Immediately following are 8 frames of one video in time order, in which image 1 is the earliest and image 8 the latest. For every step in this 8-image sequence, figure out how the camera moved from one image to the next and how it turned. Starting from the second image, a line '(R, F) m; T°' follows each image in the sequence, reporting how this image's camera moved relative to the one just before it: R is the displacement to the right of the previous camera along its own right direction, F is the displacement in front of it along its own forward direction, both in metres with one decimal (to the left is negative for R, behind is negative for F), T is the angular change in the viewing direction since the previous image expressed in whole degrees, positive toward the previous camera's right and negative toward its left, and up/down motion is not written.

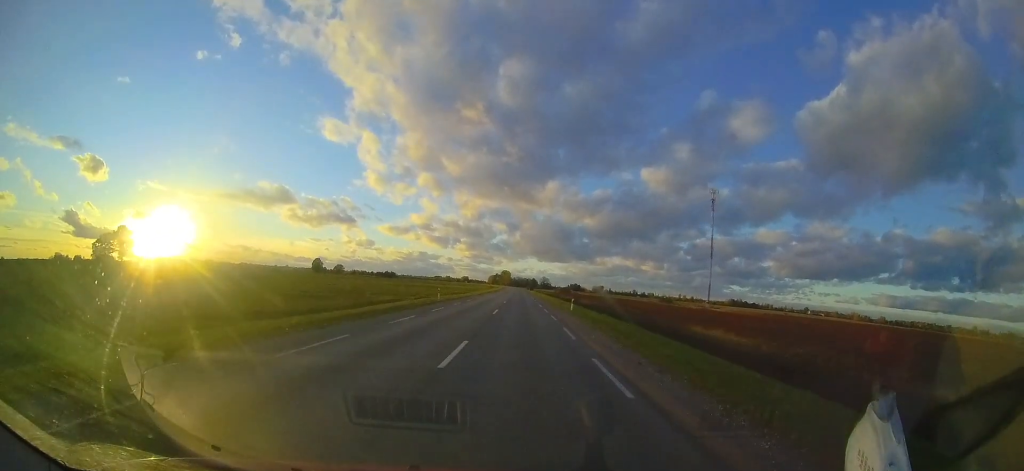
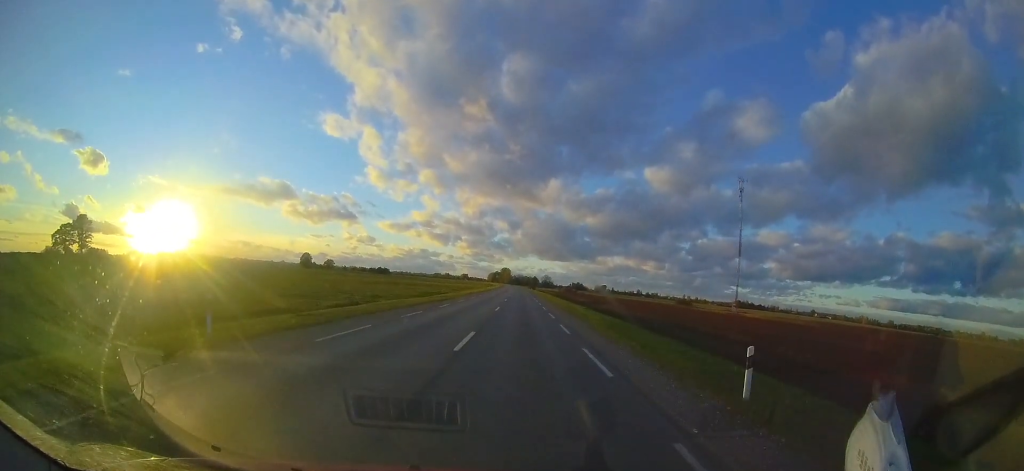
(-0.1, +22.6) m; -1°
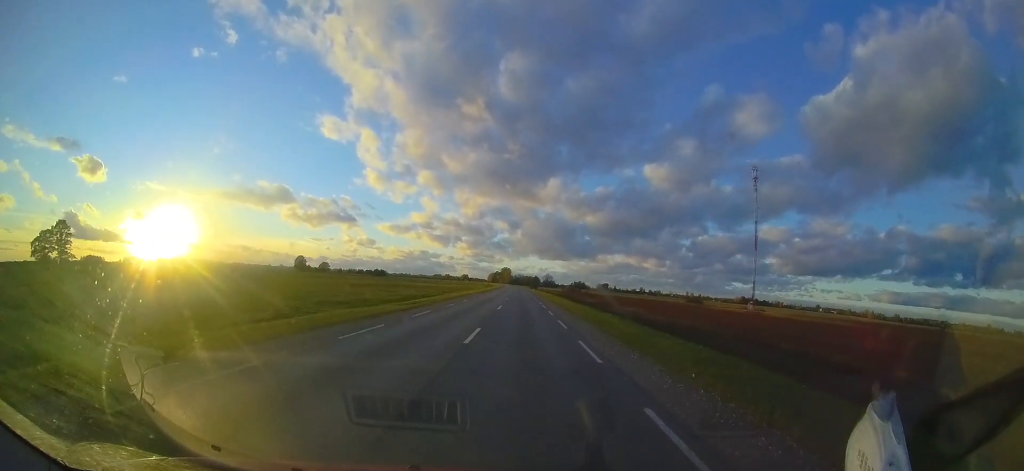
(-0.1, +11.4) m; 0°
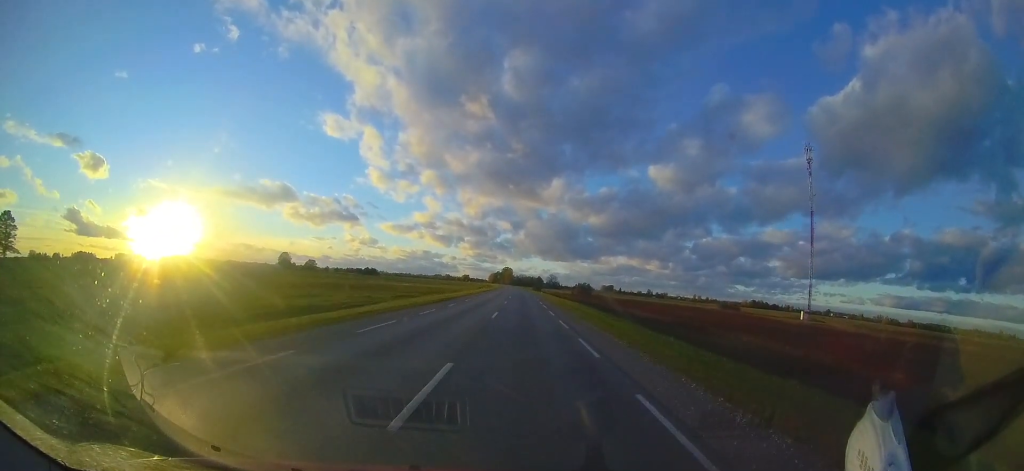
(-0.1, +28.9) m; -1°
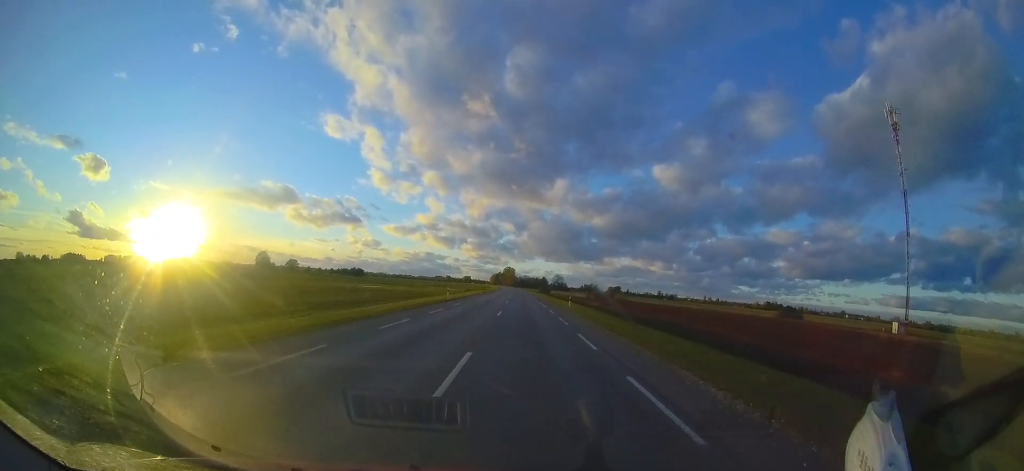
(-0.5, +35.0) m; -1°
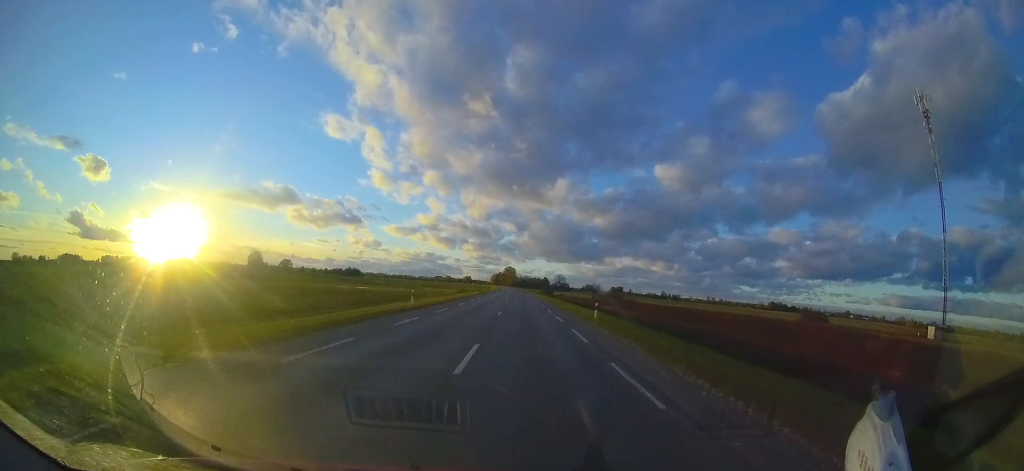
(-0.1, +10.8) m; 0°
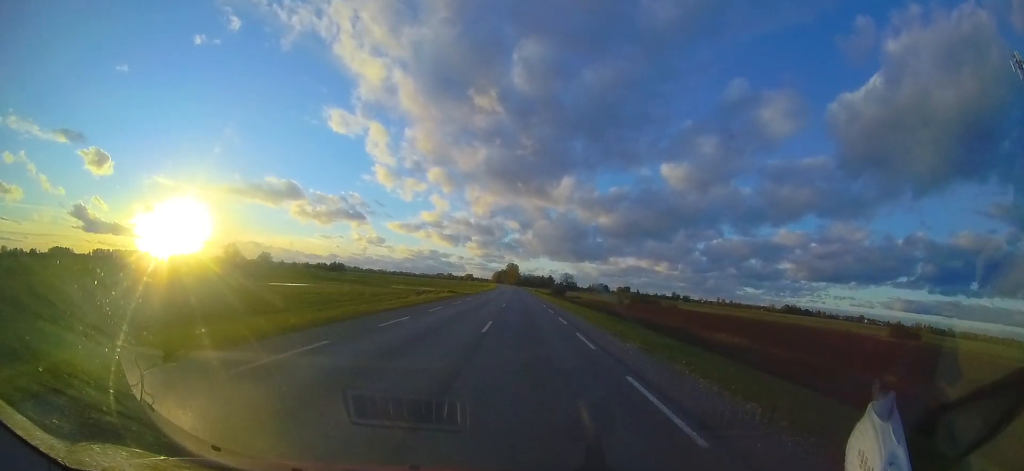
(+0.2, +32.0) m; 0°
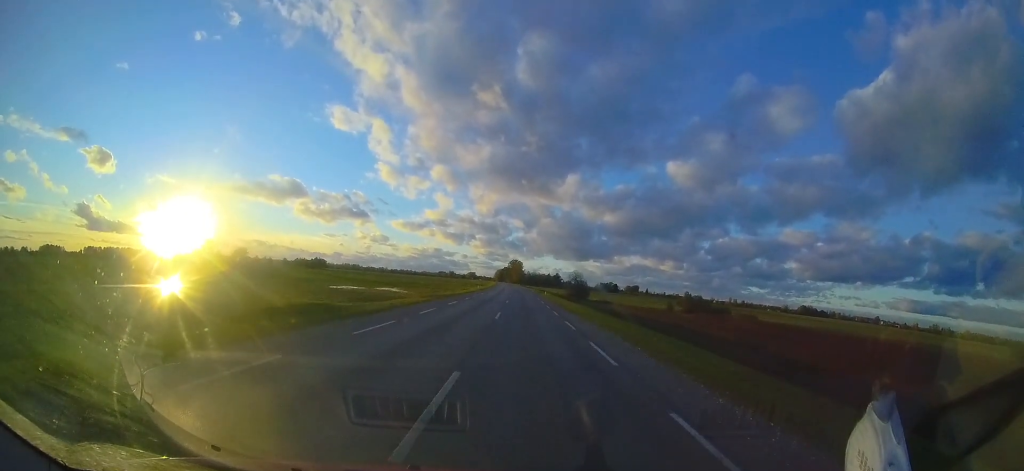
(-0.4, +32.0) m; -1°
